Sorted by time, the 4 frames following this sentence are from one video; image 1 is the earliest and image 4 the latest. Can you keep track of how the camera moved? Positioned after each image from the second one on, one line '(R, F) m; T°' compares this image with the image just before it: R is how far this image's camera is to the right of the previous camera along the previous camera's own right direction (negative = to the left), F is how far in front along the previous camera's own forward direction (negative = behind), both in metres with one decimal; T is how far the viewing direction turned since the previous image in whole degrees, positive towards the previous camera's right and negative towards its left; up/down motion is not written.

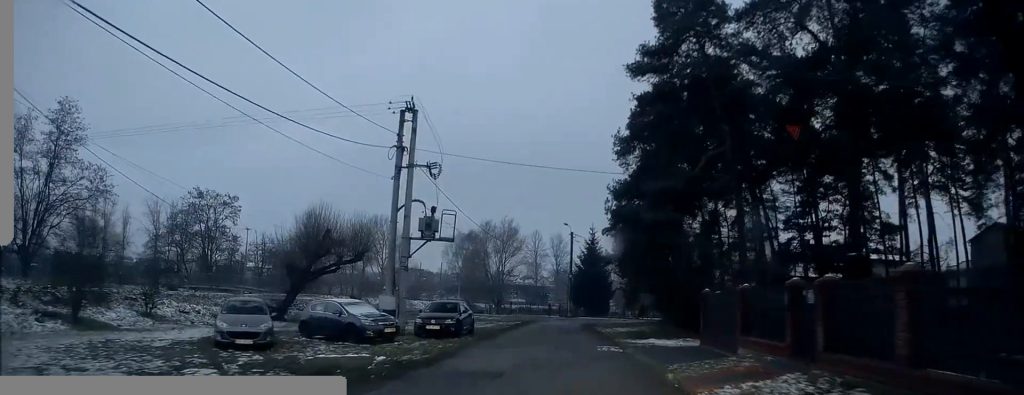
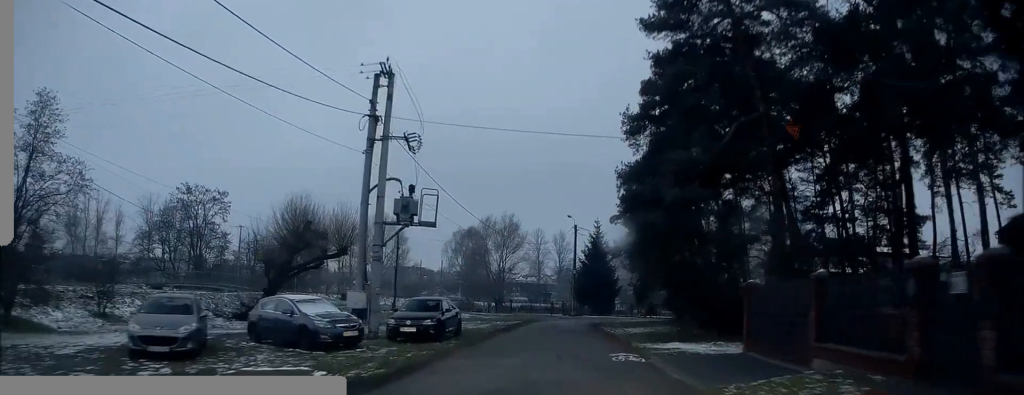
(0.0, +4.1) m; 0°
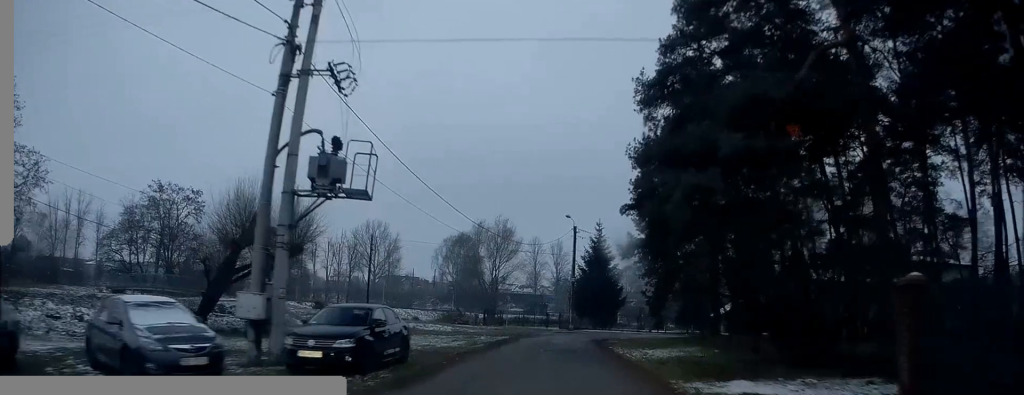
(0.0, +6.9) m; 0°
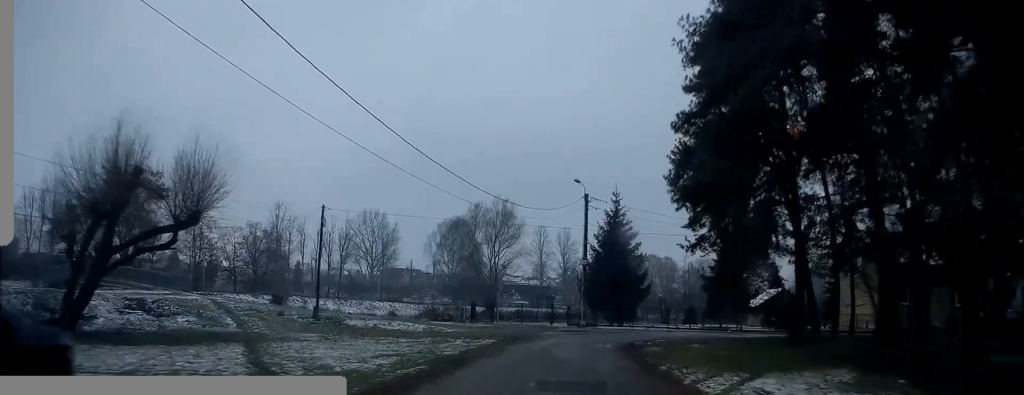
(0.0, +12.0) m; 0°
